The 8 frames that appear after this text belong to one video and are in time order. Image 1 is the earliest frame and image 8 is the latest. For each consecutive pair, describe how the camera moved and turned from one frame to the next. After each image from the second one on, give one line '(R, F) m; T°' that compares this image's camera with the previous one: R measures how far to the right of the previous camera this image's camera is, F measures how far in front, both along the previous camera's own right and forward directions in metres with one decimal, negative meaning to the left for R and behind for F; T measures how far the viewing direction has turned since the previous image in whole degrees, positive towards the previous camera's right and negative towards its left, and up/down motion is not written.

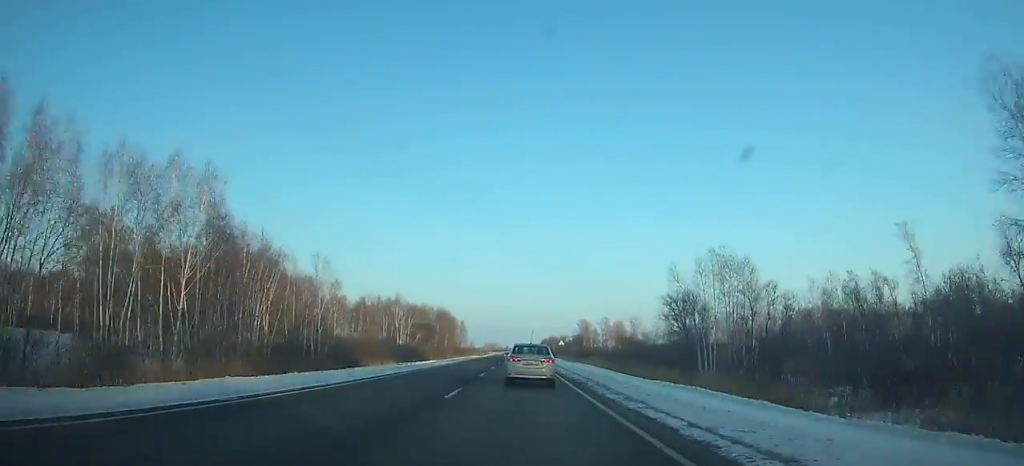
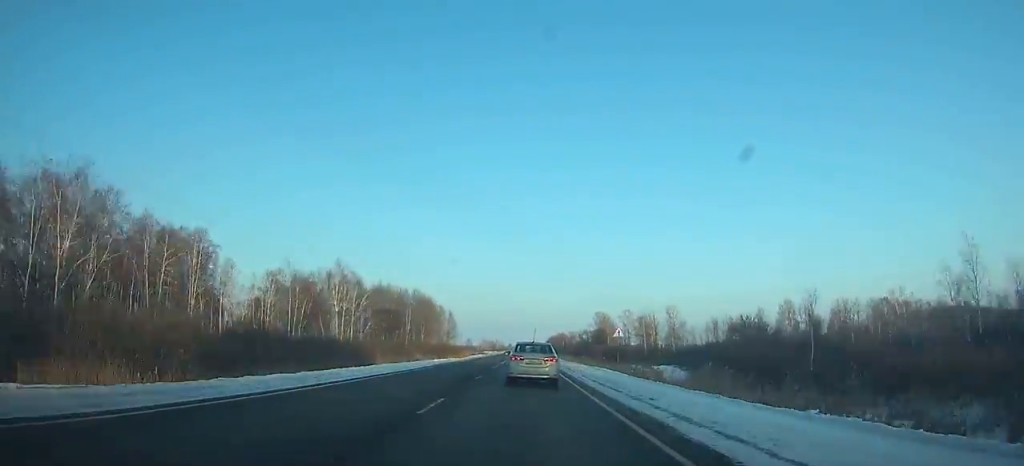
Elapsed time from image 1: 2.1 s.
(-0.3, +51.0) m; 0°
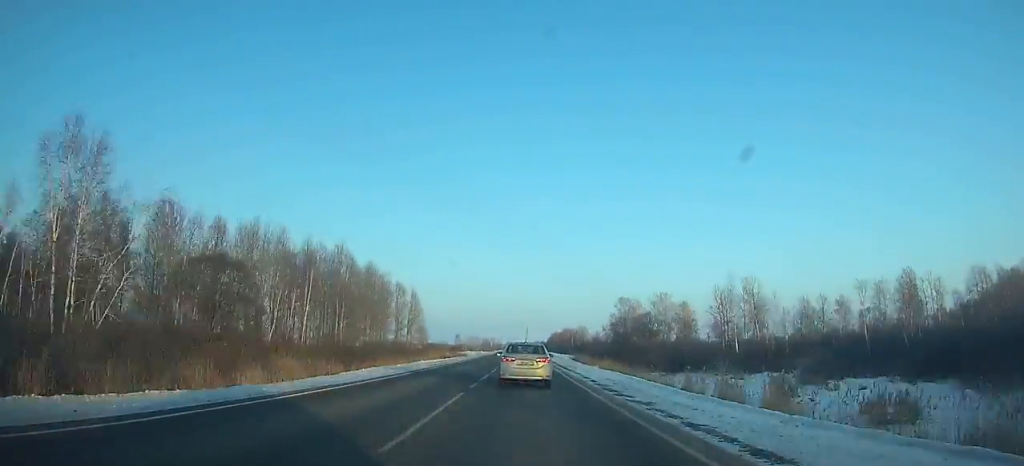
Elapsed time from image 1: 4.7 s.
(-0.1, +62.9) m; 0°
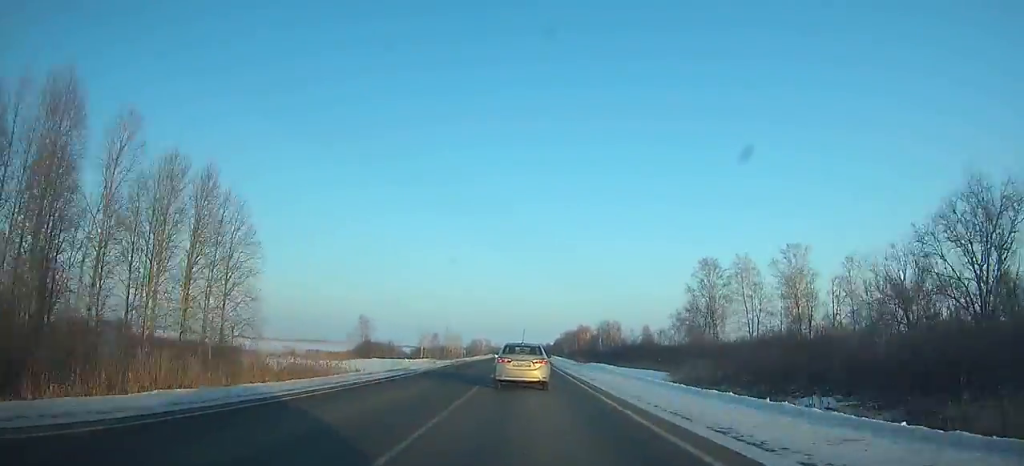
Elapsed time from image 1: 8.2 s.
(-0.1, +84.5) m; 0°
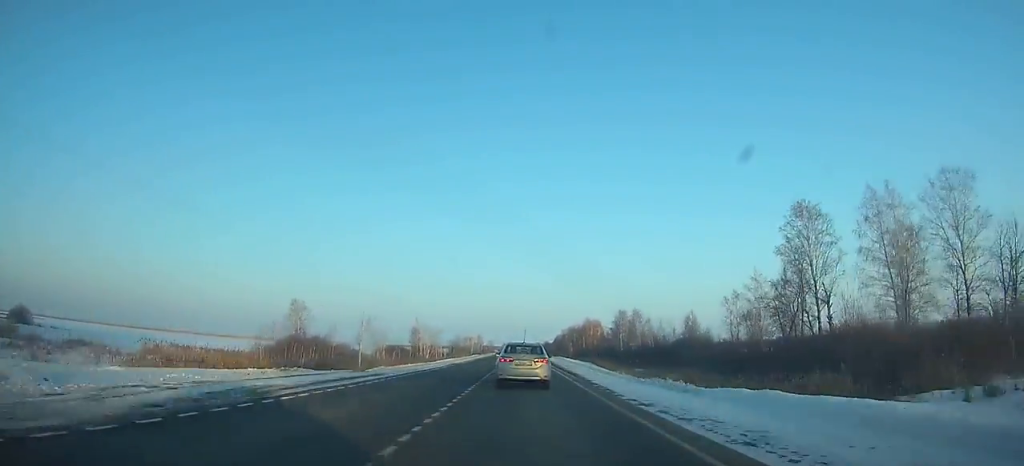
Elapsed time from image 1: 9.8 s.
(-0.1, +38.6) m; 0°
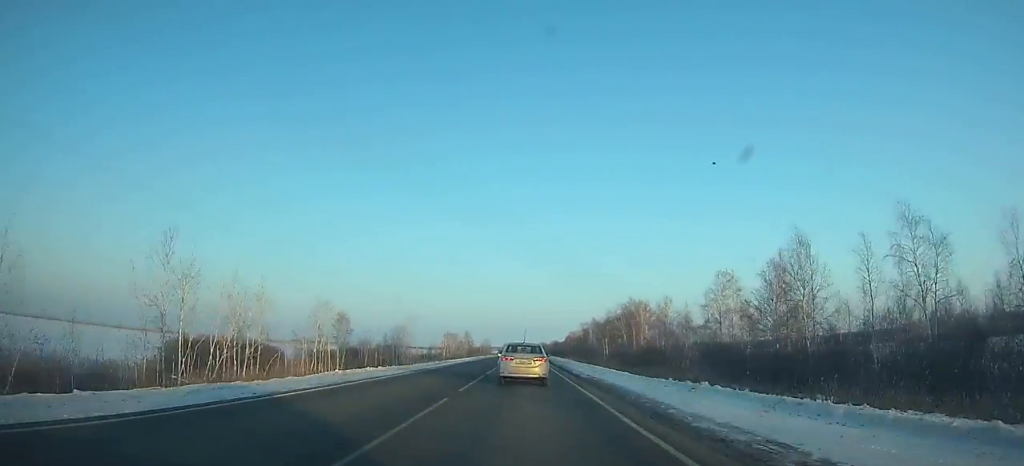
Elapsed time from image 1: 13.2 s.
(-0.1, +82.5) m; 0°
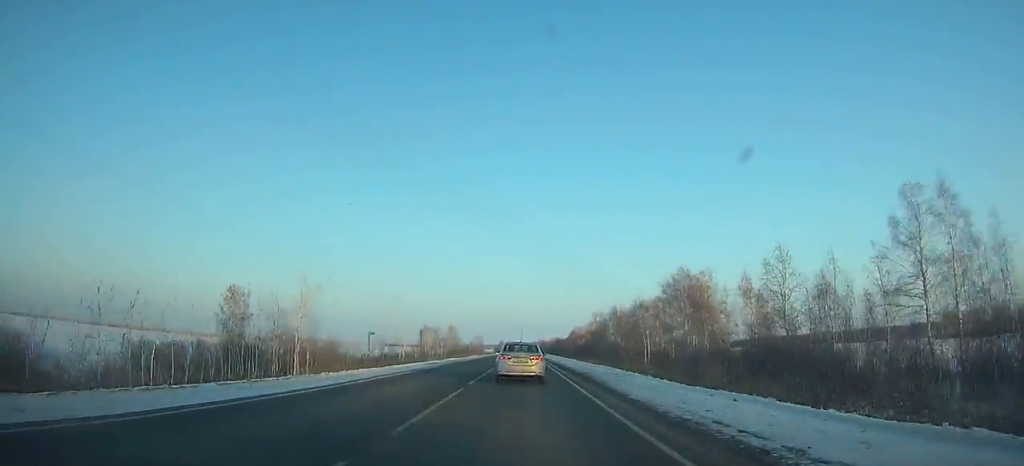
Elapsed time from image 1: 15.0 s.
(-0.1, +44.0) m; 0°
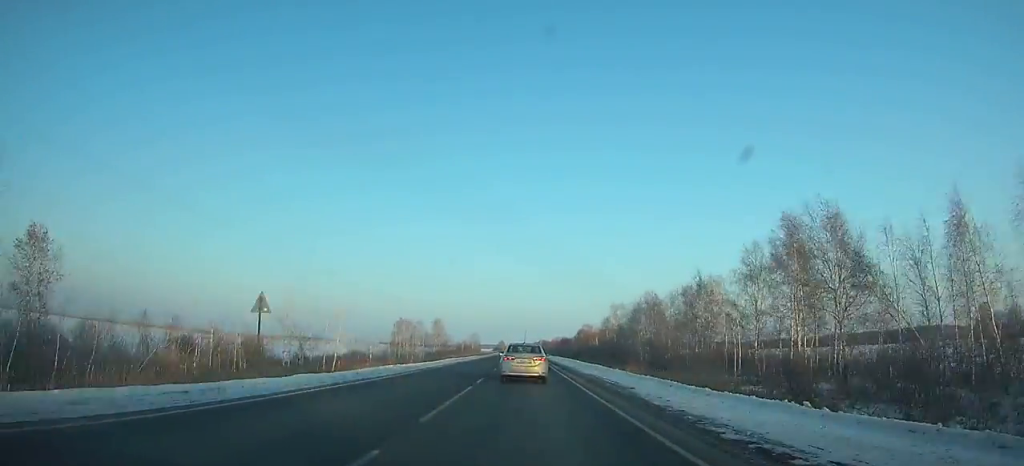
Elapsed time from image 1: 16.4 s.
(+0.2, +34.7) m; 0°
